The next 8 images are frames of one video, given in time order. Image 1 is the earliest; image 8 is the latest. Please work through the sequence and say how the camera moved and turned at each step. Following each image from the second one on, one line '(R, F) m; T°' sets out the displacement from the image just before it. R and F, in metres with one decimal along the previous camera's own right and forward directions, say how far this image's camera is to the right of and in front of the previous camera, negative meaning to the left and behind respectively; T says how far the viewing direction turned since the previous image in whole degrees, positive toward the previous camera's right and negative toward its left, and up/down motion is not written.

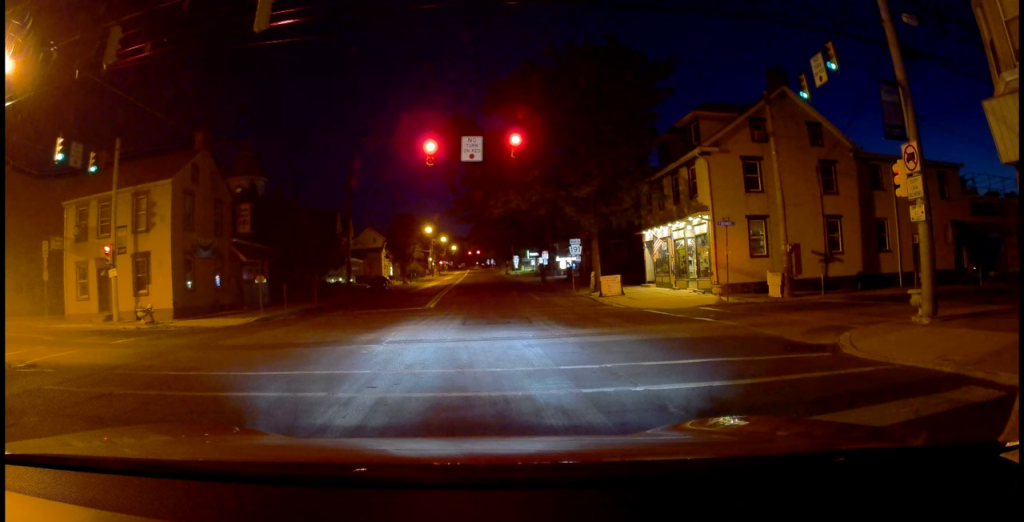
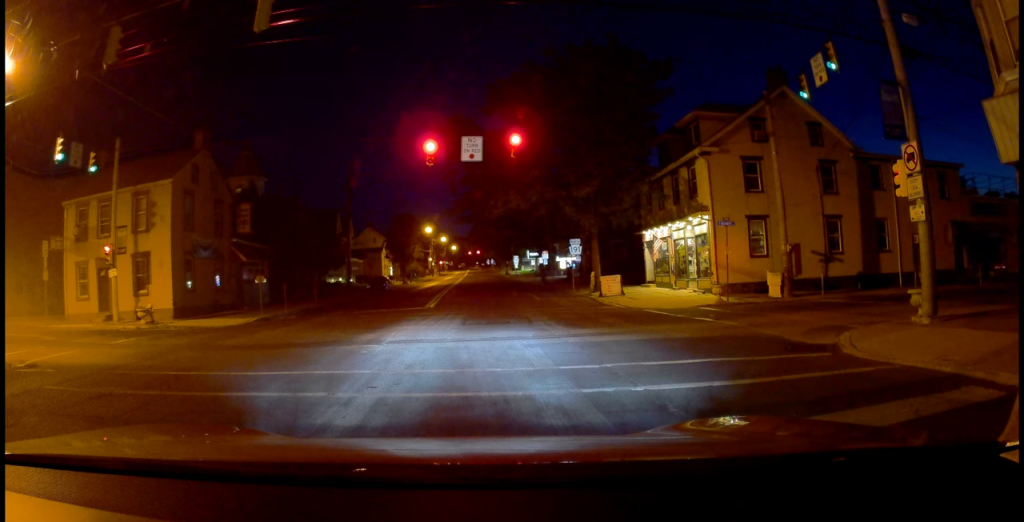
(0.0, 0.0) m; 0°
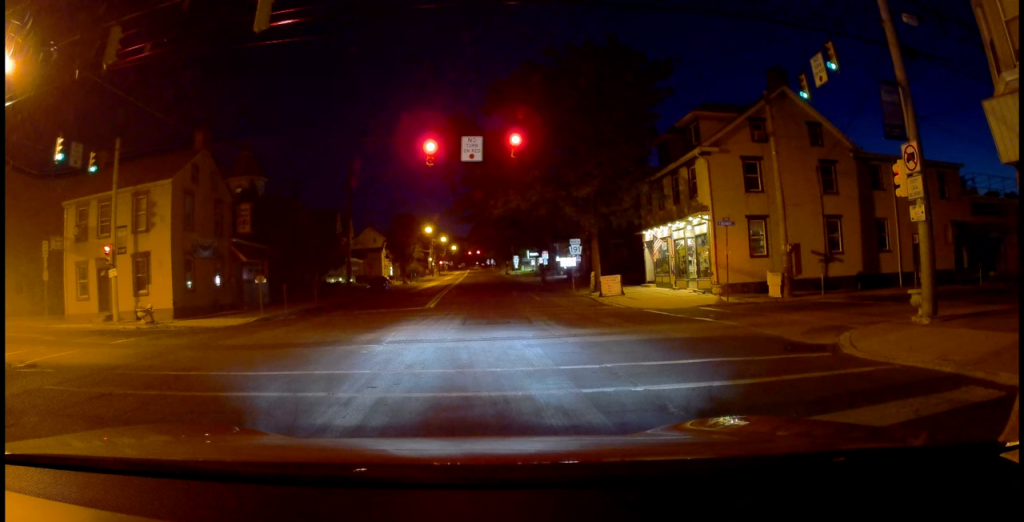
(0.0, 0.0) m; 0°
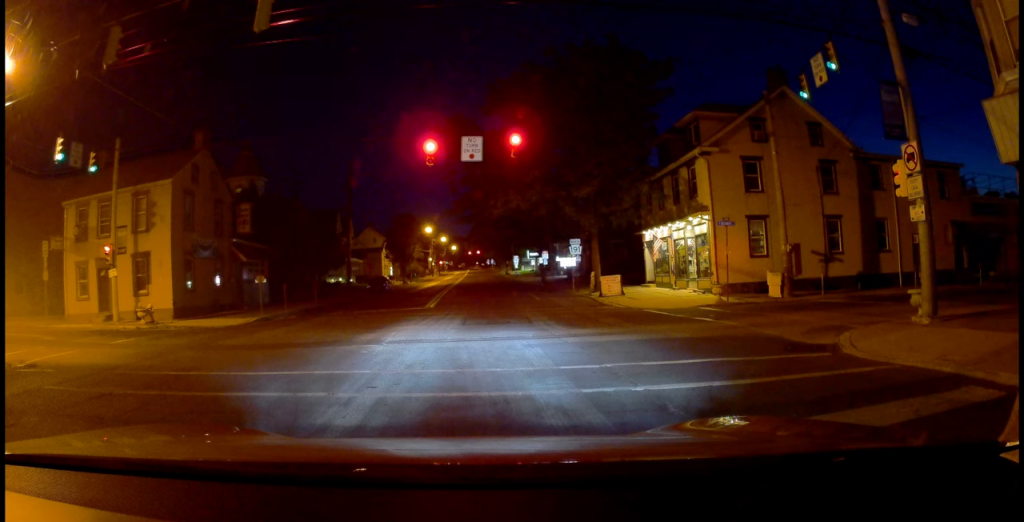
(0.0, 0.0) m; 0°
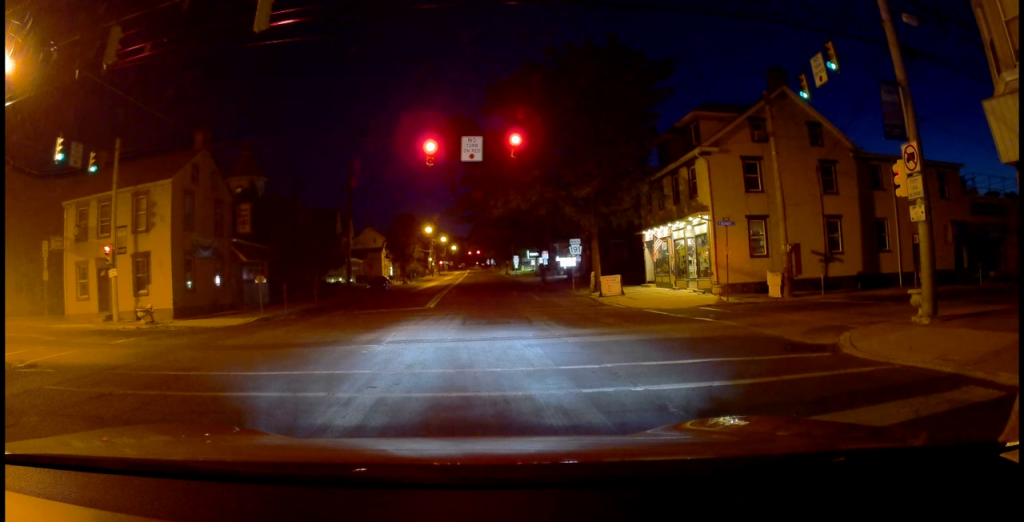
(0.0, 0.0) m; 0°
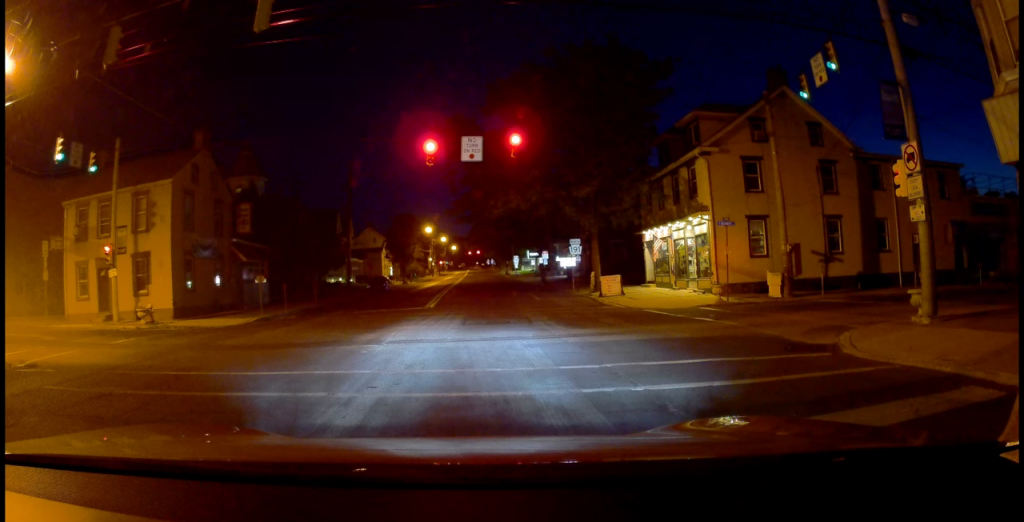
(0.0, 0.0) m; 0°
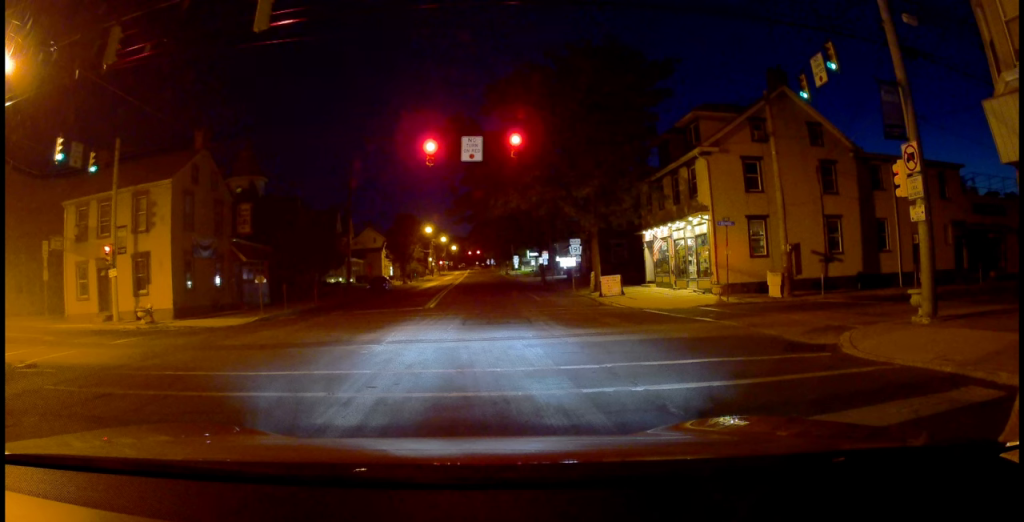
(0.0, 0.0) m; 0°
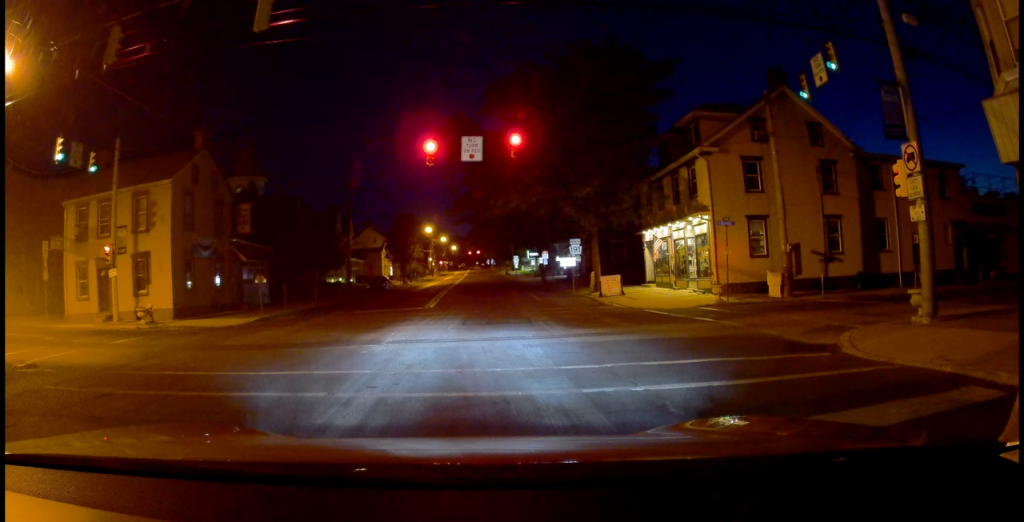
(0.0, 0.0) m; 0°
